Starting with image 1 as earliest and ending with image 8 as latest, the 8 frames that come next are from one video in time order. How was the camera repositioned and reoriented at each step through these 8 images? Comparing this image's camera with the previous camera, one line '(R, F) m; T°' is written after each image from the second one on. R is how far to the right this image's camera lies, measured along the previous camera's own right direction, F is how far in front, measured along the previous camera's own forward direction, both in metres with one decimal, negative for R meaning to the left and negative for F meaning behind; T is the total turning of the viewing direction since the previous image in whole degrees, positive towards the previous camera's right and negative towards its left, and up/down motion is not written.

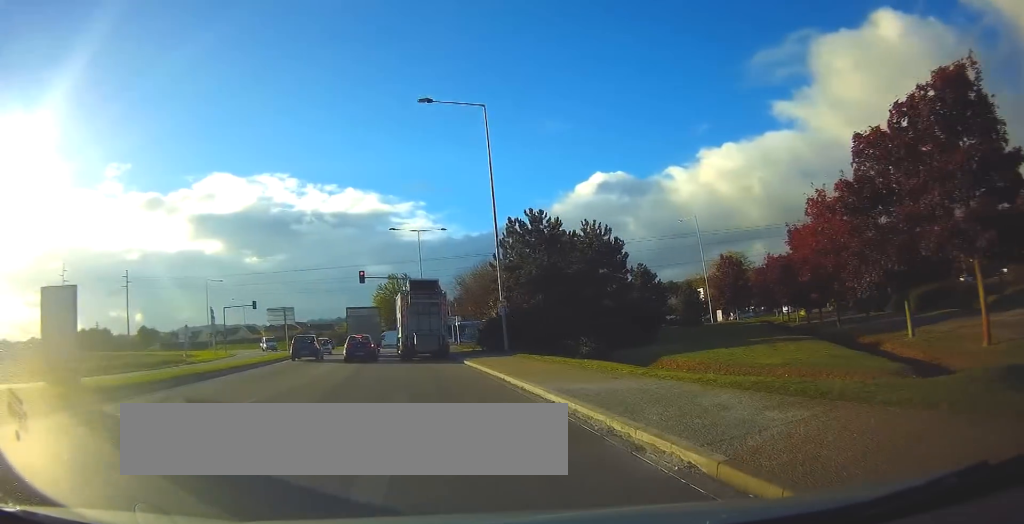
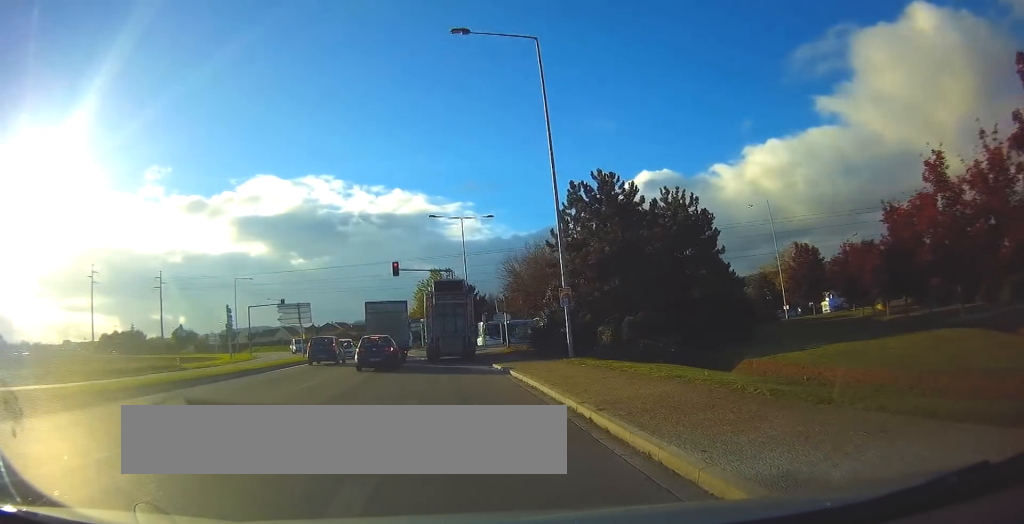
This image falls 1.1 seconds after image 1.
(-0.4, +8.3) m; -5°
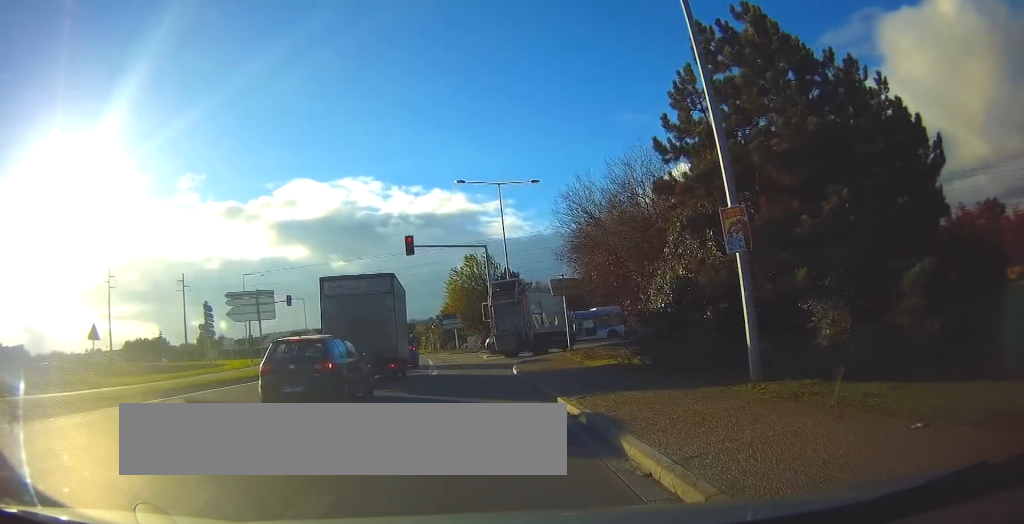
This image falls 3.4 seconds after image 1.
(-0.8, +14.7) m; -5°
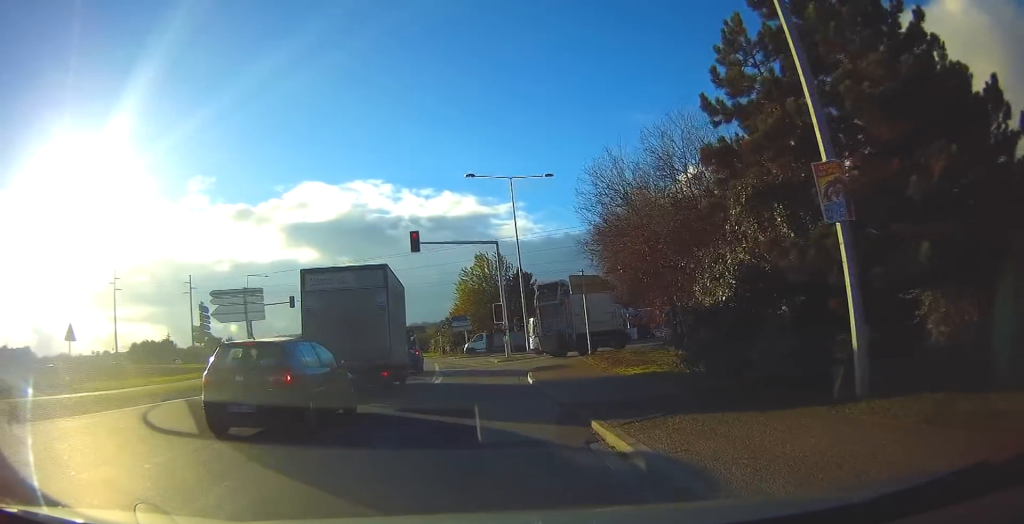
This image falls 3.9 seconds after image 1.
(0.0, +2.9) m; -1°
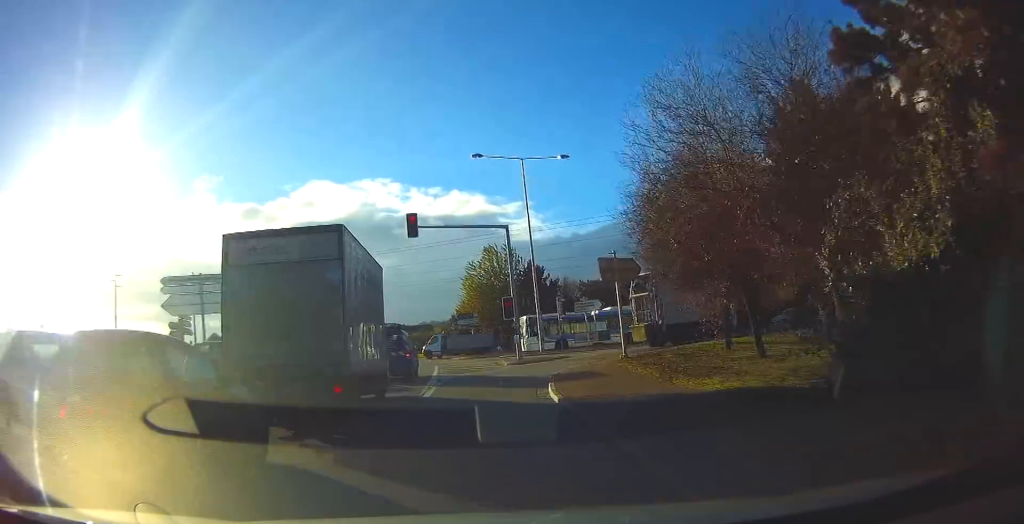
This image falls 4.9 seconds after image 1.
(-0.1, +5.0) m; -1°
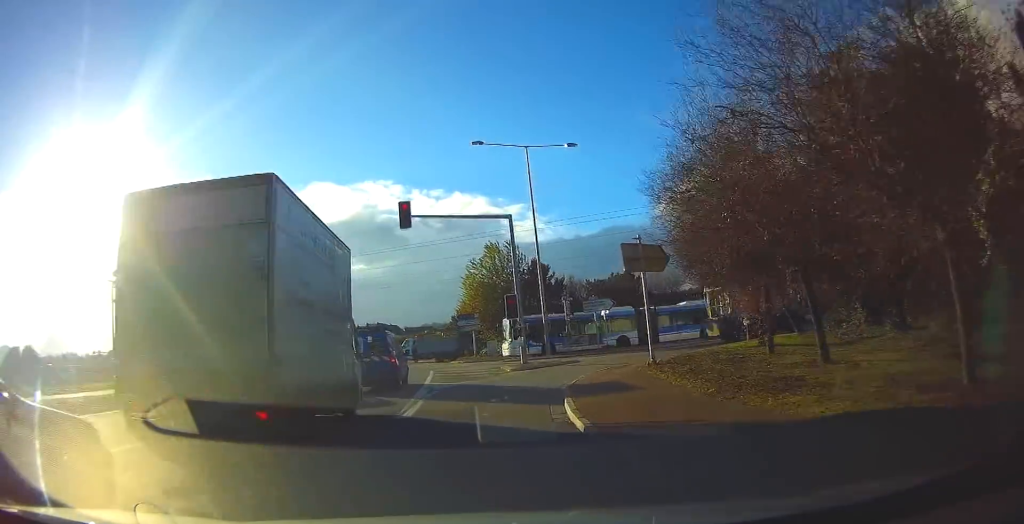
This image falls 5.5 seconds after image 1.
(0.0, +3.2) m; -1°
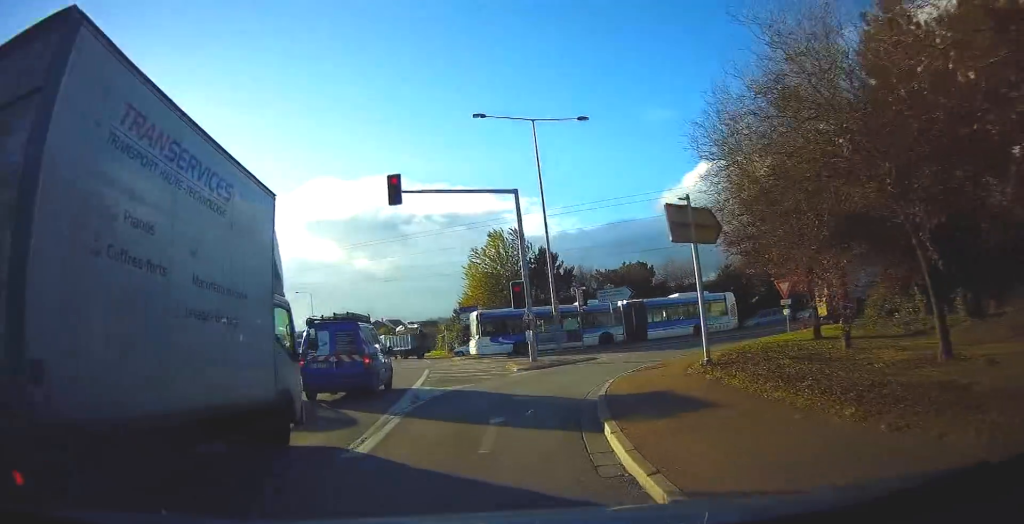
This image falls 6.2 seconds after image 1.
(-0.1, +4.0) m; 0°
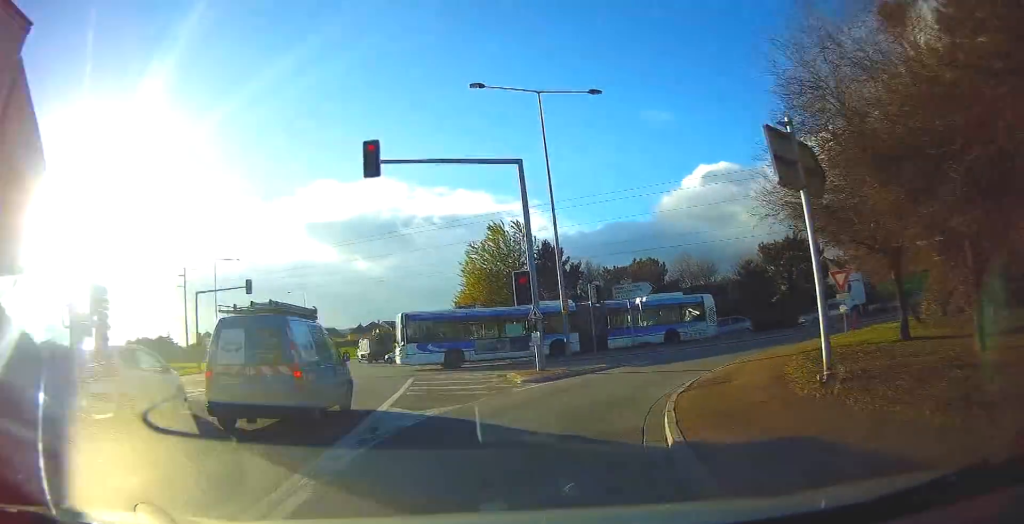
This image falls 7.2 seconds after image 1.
(0.0, +4.7) m; +2°
